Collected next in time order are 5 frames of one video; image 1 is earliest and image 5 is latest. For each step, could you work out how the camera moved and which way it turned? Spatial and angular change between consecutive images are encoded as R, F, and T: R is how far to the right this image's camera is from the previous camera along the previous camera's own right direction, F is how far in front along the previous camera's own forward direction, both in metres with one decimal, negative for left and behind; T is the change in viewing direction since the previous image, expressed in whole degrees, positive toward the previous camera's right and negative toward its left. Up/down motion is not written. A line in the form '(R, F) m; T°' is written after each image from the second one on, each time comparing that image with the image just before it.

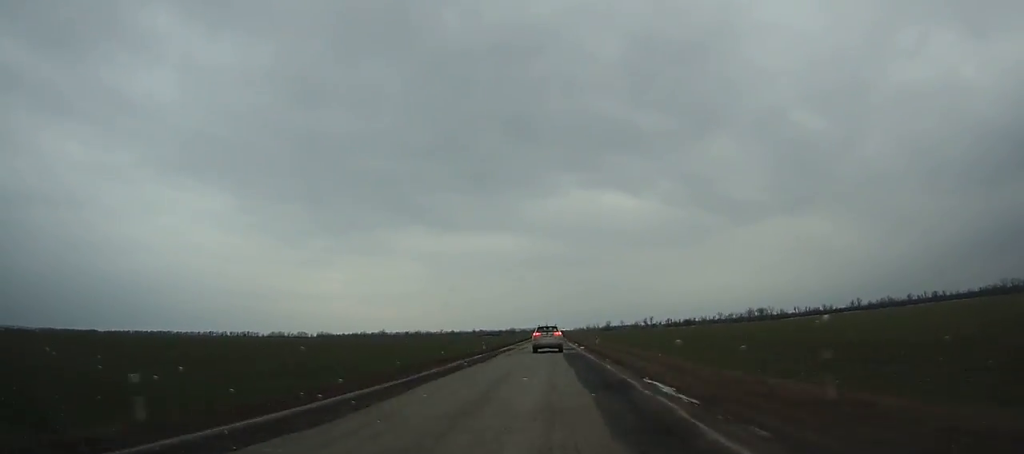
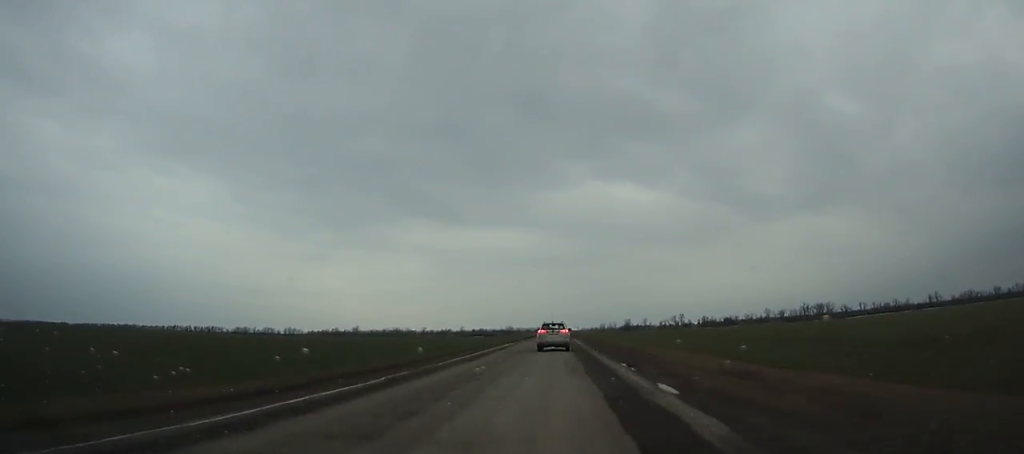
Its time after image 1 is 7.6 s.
(0.0, +143.2) m; 0°
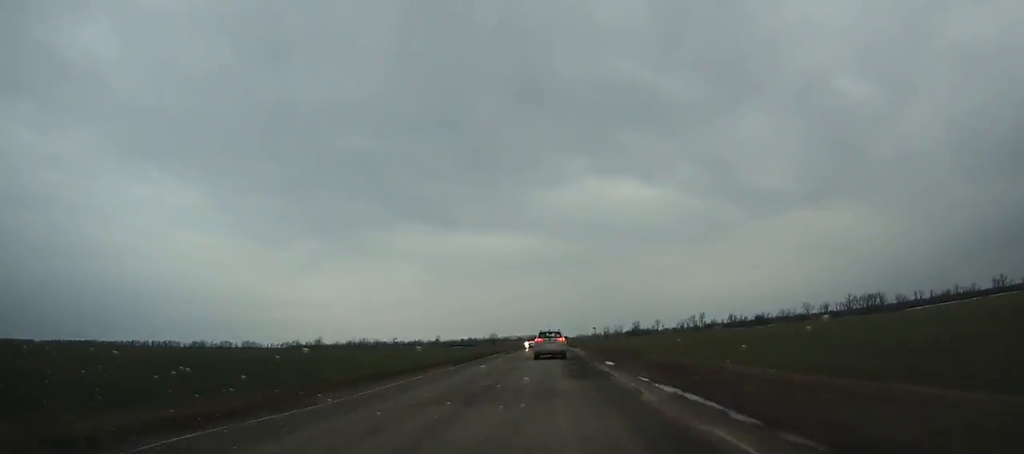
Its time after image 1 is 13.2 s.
(0.0, +103.3) m; 0°
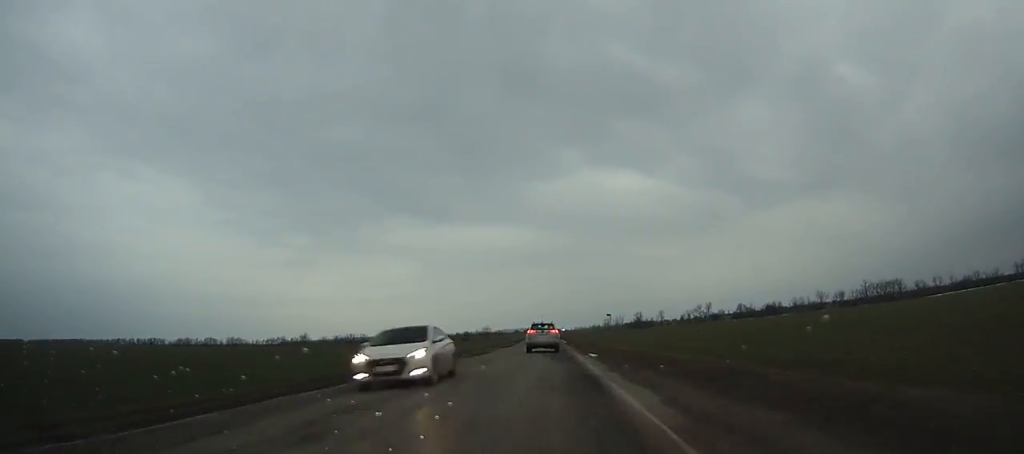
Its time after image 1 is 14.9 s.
(-0.1, +31.0) m; 0°
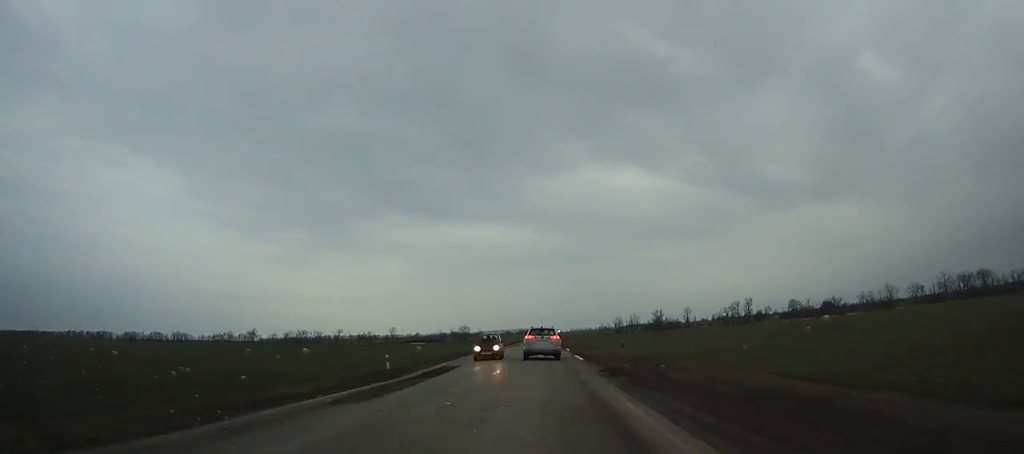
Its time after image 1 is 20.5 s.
(+0.3, +102.3) m; 0°
